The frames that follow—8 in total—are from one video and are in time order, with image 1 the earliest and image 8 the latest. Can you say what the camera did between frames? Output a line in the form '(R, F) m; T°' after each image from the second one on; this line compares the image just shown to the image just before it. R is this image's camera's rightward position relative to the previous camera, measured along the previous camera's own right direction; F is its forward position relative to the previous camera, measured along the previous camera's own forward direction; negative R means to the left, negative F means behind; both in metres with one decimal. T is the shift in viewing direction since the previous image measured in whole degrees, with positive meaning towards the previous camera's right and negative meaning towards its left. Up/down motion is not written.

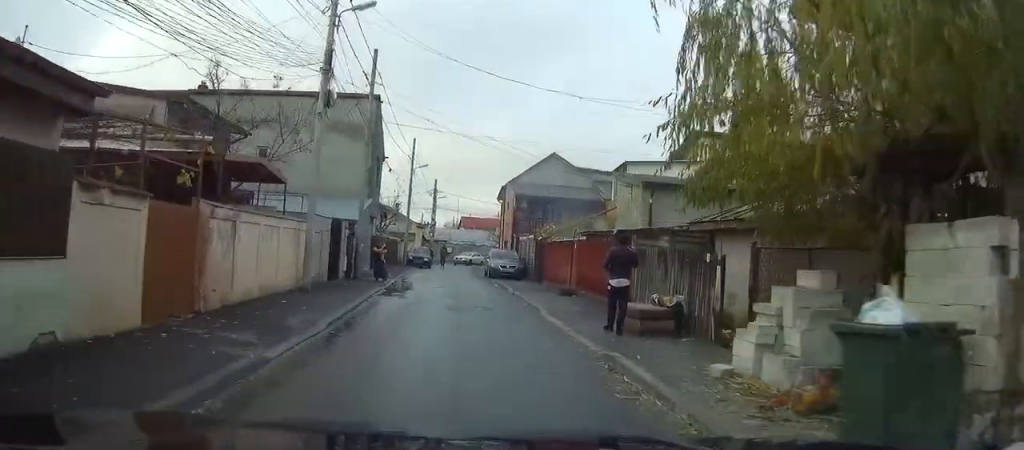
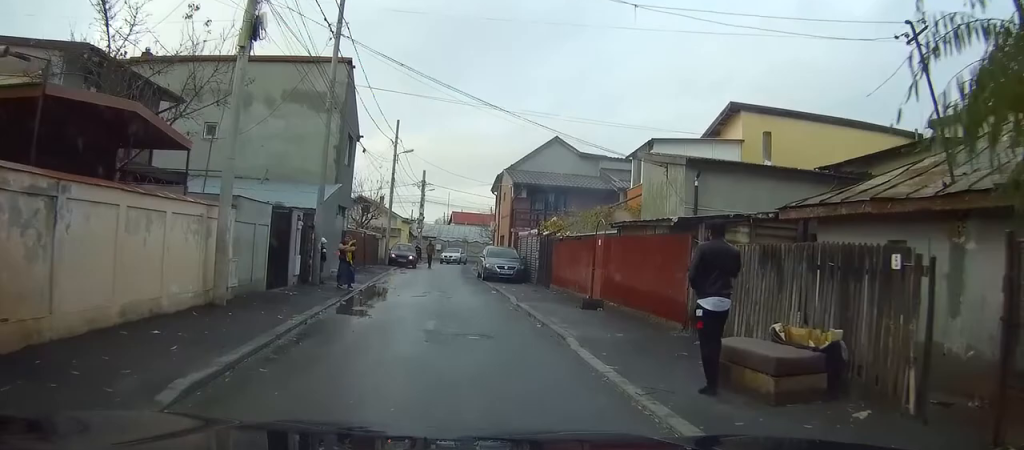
(0.0, +6.6) m; +1°
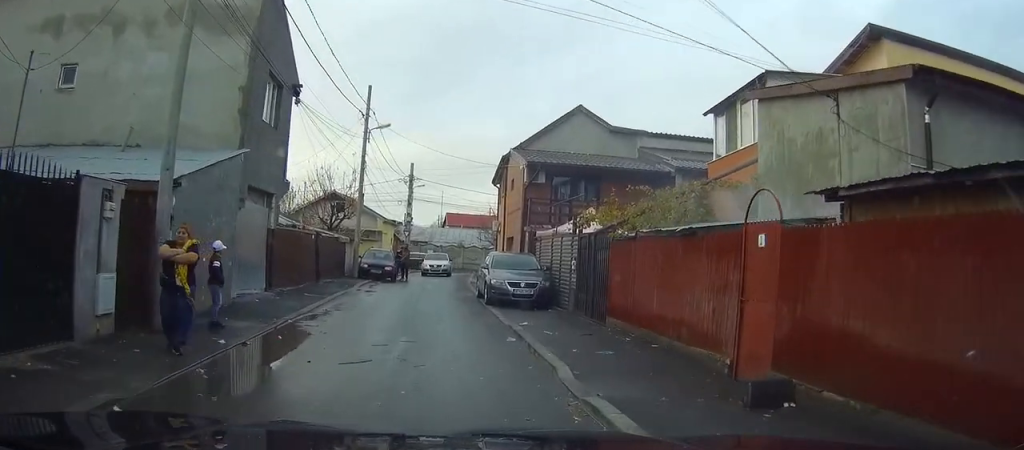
(+0.1, +12.5) m; -1°
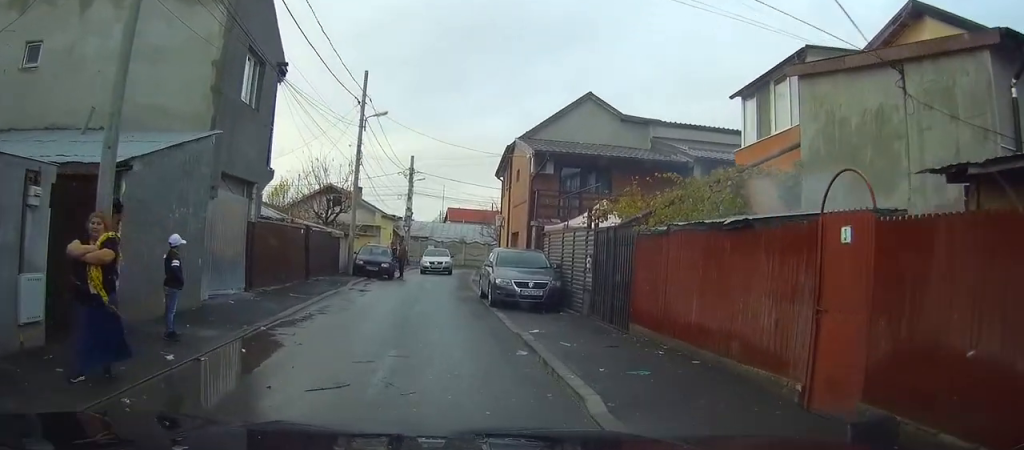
(0.0, +2.6) m; -1°
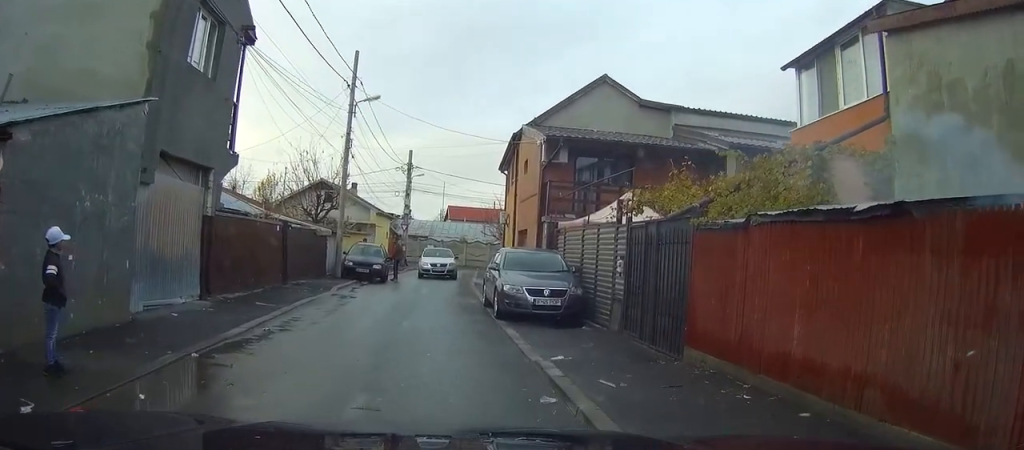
(-0.1, +4.0) m; +1°
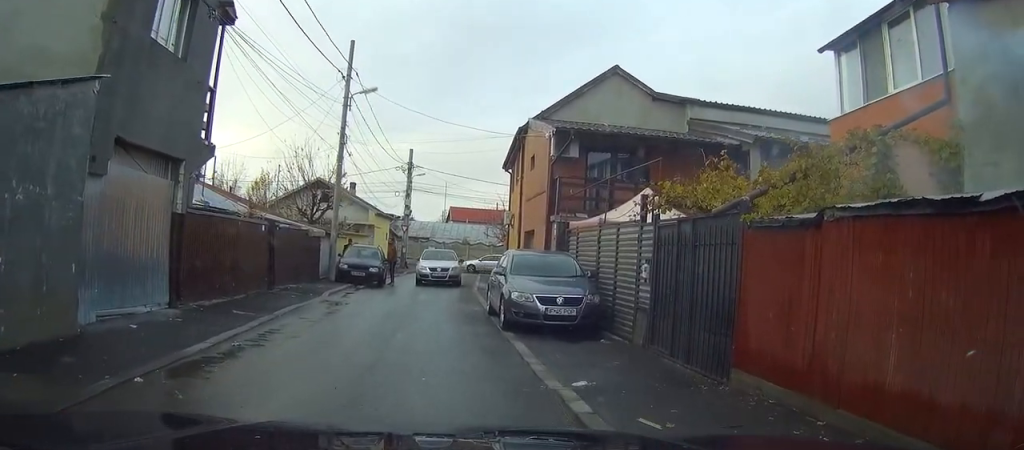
(+0.1, +2.0) m; +2°
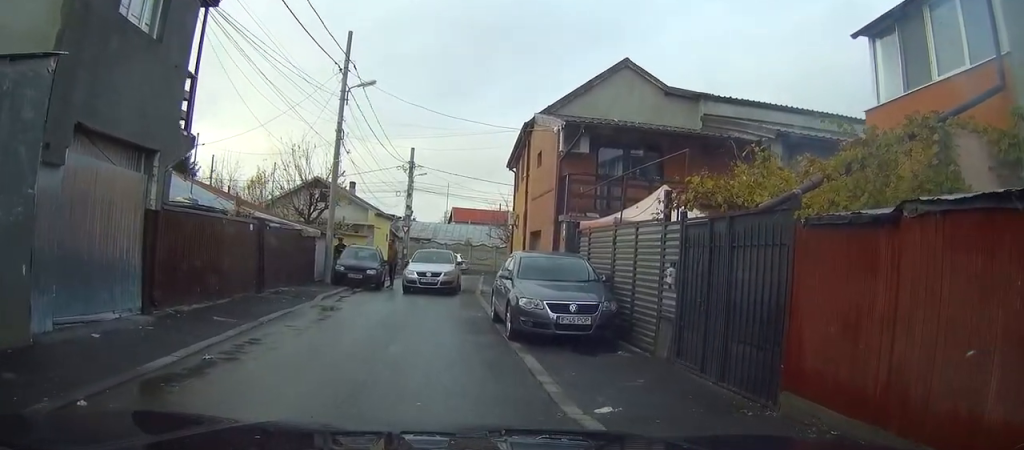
(0.0, +1.4) m; +1°
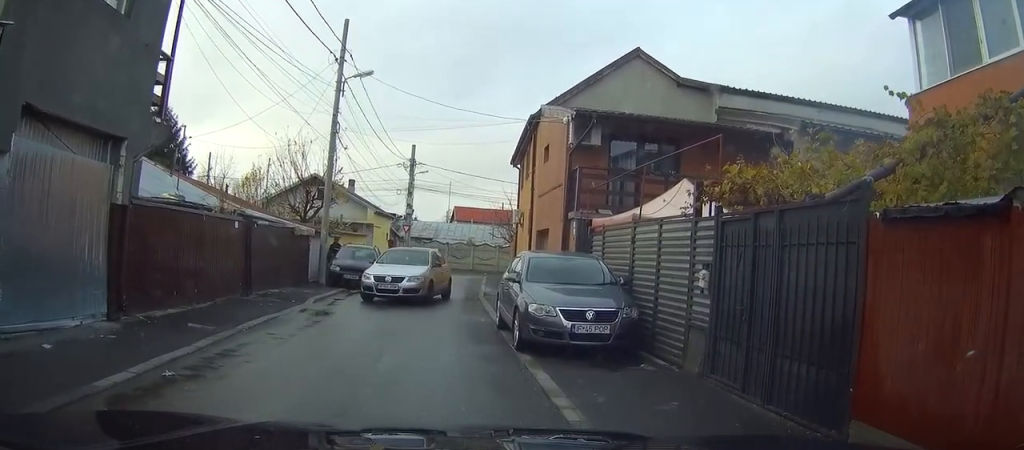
(0.0, +1.3) m; -2°
